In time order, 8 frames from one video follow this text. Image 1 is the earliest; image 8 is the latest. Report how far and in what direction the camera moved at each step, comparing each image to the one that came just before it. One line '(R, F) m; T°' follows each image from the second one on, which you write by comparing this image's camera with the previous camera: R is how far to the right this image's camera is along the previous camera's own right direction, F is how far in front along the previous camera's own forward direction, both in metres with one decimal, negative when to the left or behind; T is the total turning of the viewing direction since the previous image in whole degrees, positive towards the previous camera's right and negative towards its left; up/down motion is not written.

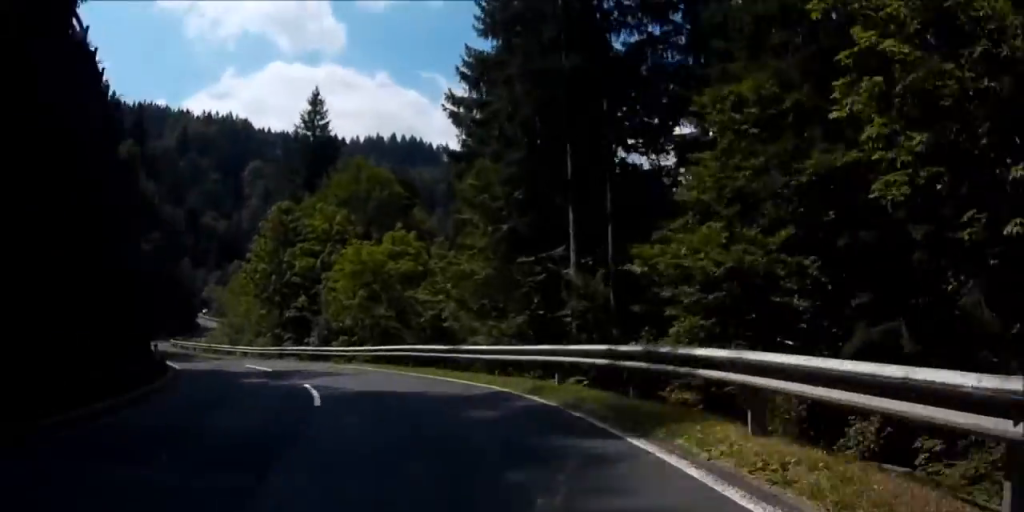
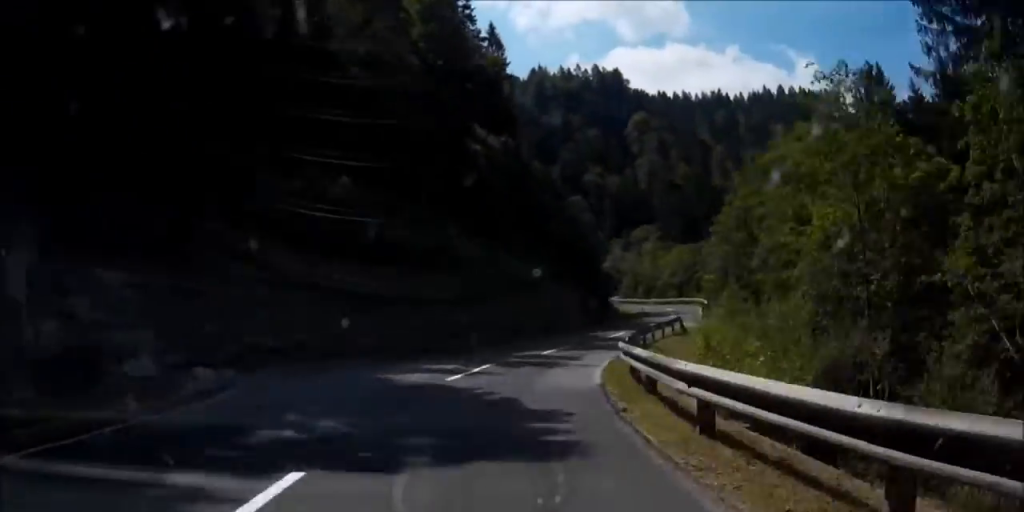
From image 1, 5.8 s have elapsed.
(-15.8, +72.7) m; -7°
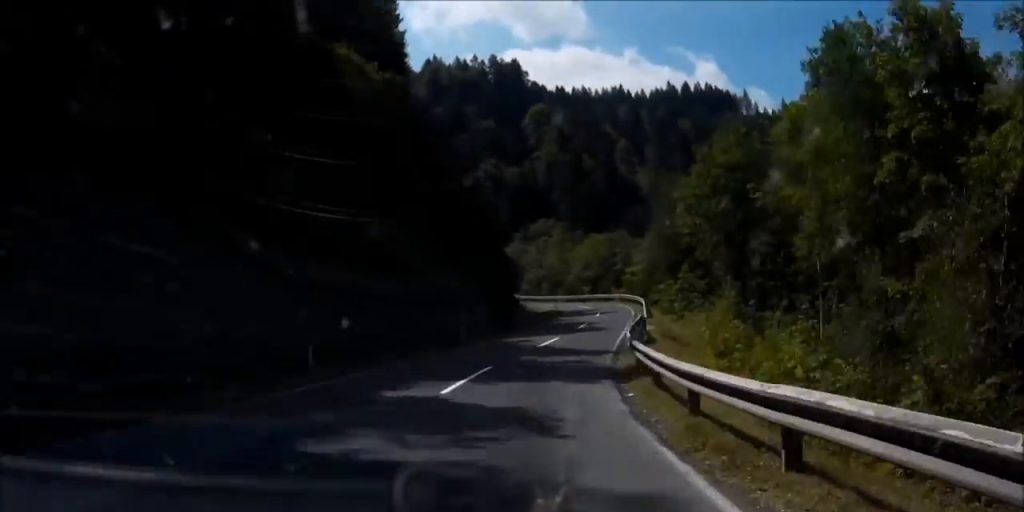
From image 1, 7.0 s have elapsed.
(+0.5, +16.3) m; +6°
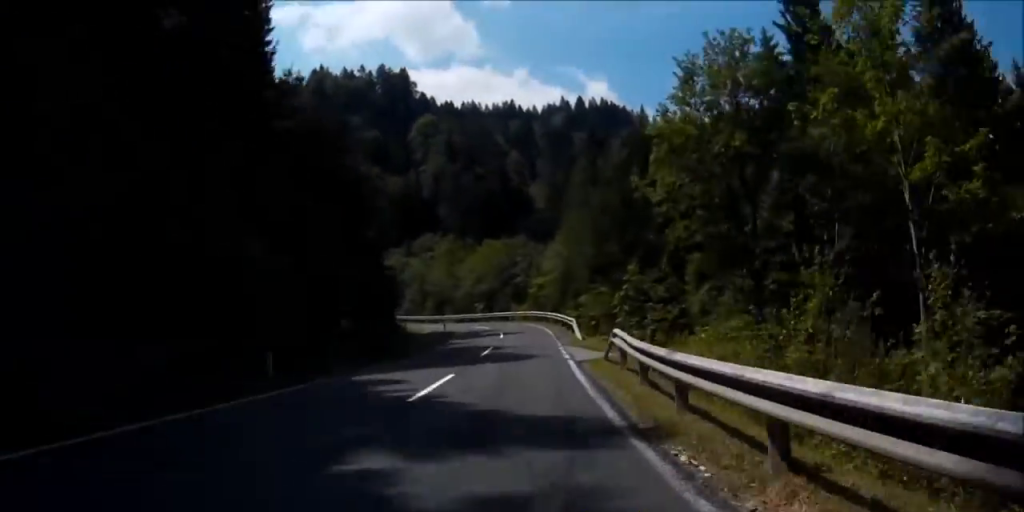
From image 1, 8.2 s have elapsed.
(+1.5, +16.3) m; +5°
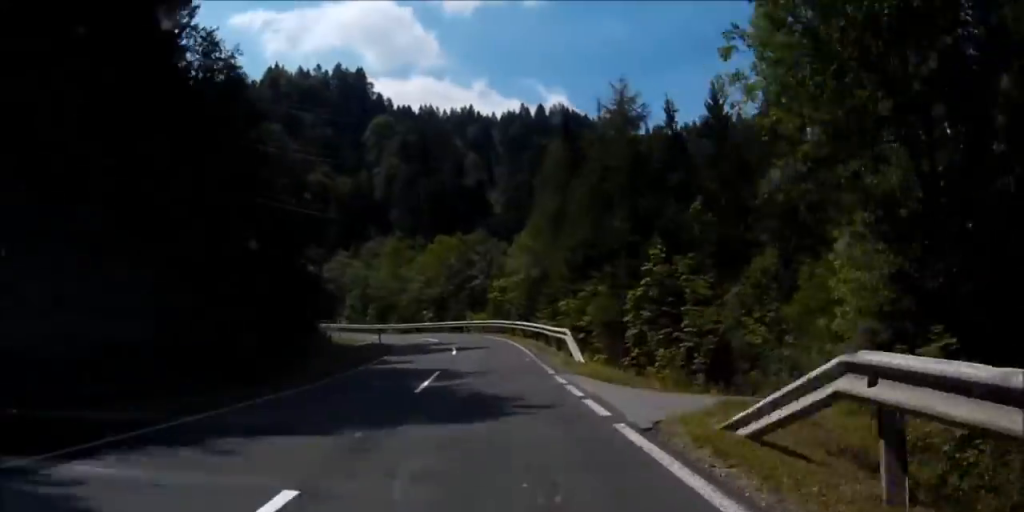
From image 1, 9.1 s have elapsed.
(+0.4, +12.7) m; +1°
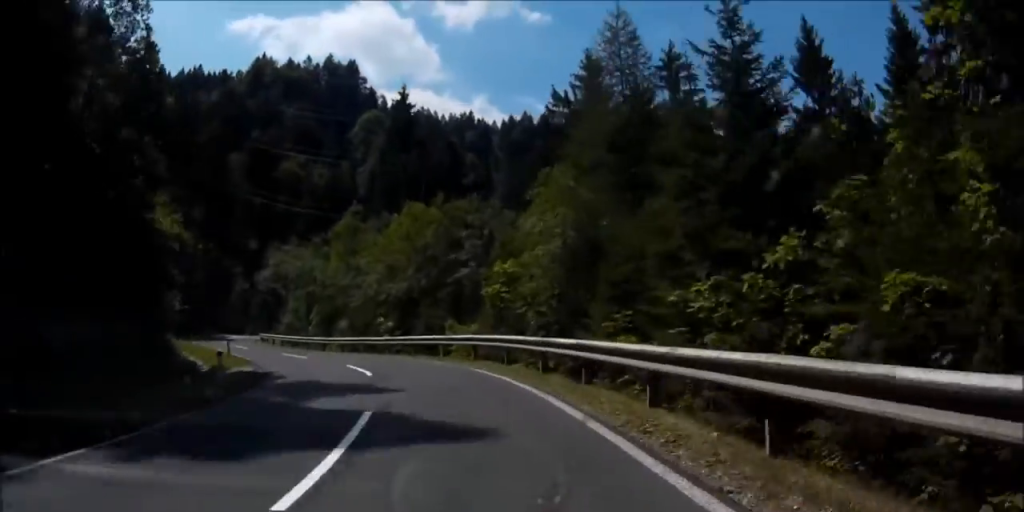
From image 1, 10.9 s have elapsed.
(+0.4, +24.3) m; -6°
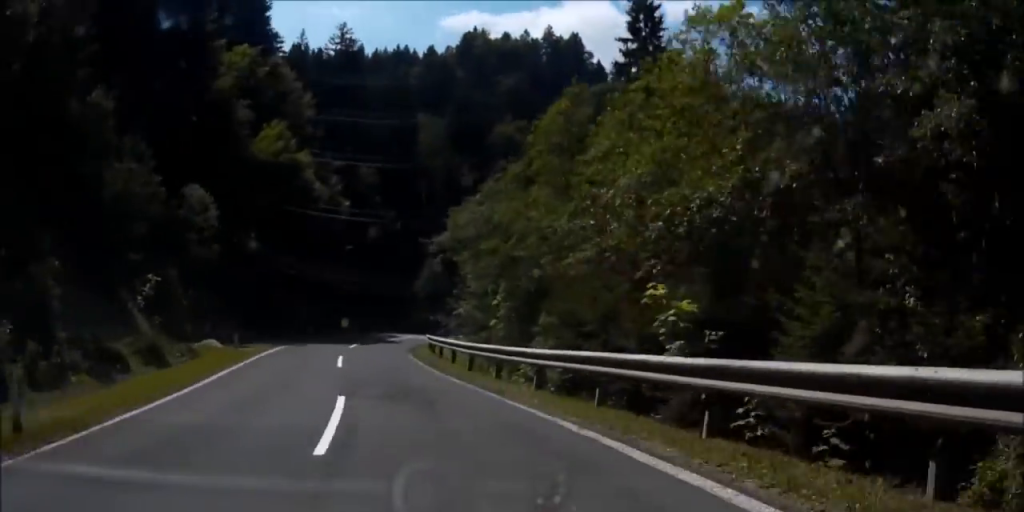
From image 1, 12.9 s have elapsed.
(-3.4, +26.5) m; -10°
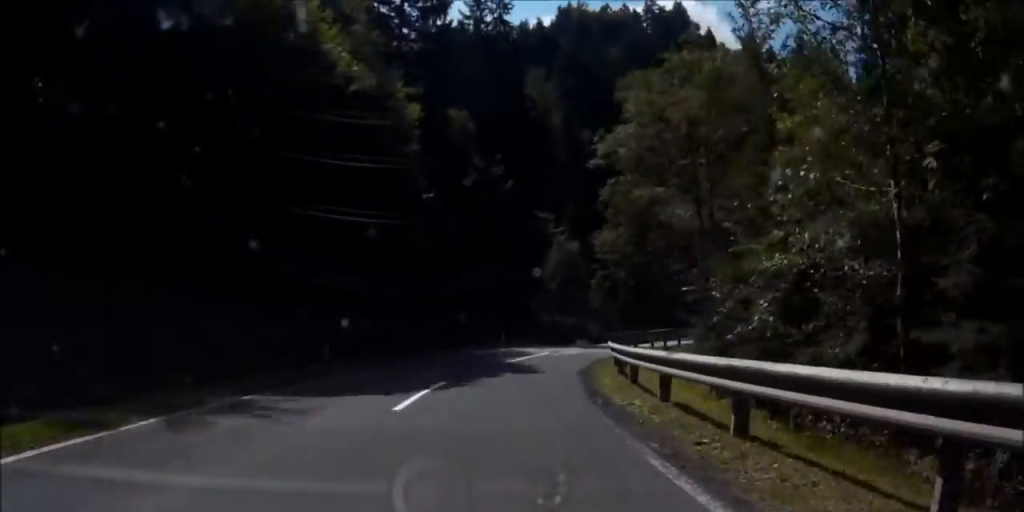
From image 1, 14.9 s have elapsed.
(-1.6, +25.4) m; +3°
